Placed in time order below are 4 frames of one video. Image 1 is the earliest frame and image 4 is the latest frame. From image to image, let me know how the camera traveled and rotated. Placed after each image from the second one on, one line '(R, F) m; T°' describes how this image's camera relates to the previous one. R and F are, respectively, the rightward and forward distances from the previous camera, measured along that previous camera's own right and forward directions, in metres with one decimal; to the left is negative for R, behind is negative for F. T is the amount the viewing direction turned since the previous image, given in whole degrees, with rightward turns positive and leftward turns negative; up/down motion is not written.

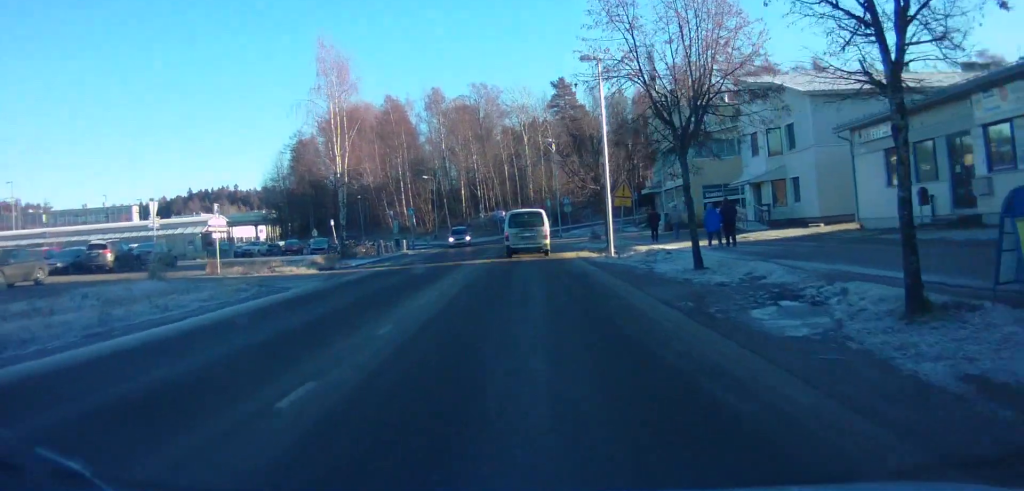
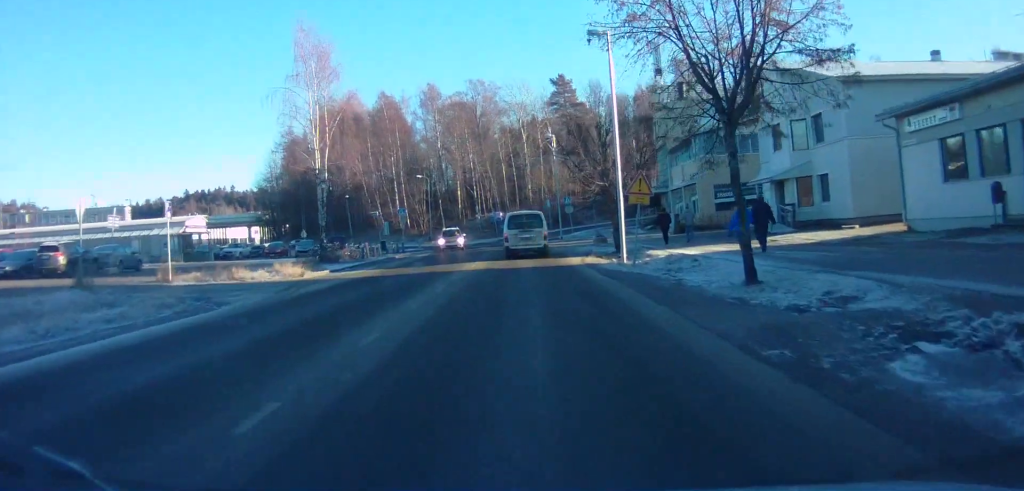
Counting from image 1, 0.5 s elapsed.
(-0.1, +4.7) m; 0°
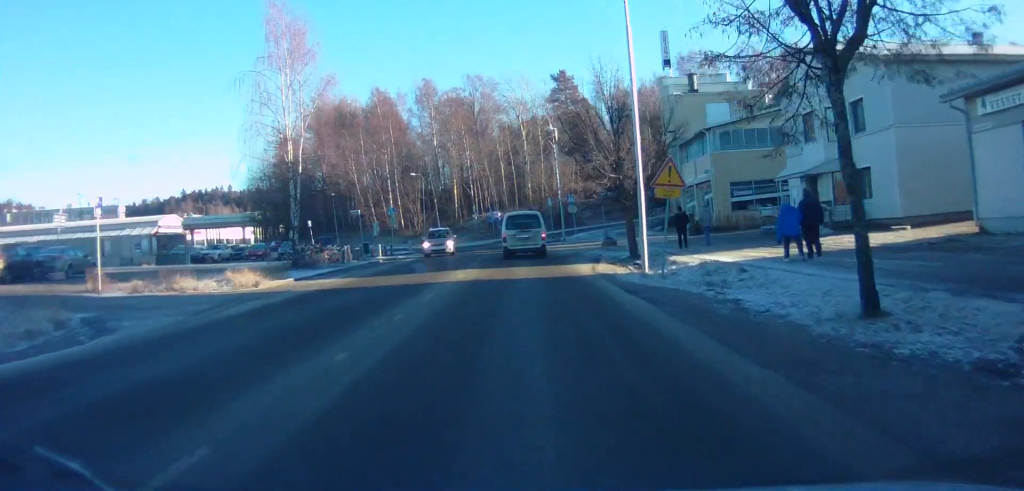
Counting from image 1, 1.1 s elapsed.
(-0.3, +5.2) m; 0°
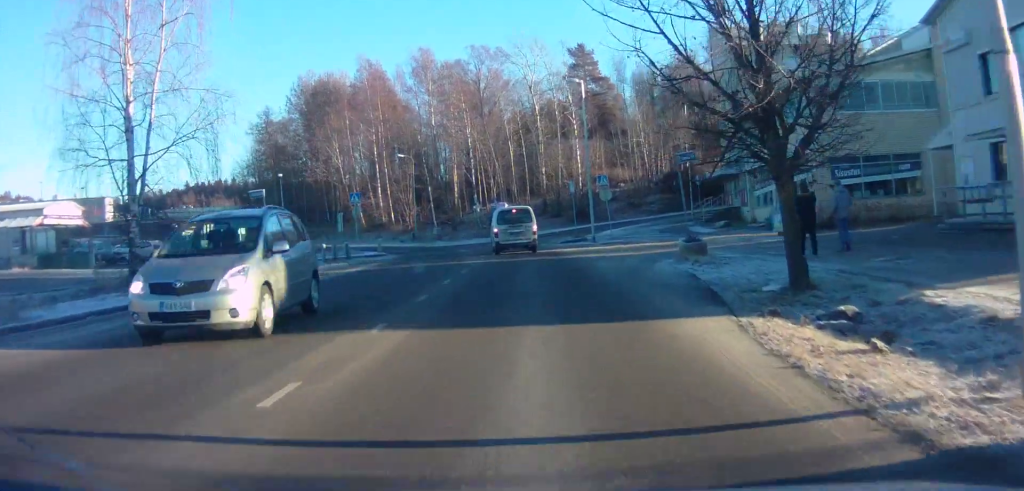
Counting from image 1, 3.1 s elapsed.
(+1.1, +17.8) m; +3°
